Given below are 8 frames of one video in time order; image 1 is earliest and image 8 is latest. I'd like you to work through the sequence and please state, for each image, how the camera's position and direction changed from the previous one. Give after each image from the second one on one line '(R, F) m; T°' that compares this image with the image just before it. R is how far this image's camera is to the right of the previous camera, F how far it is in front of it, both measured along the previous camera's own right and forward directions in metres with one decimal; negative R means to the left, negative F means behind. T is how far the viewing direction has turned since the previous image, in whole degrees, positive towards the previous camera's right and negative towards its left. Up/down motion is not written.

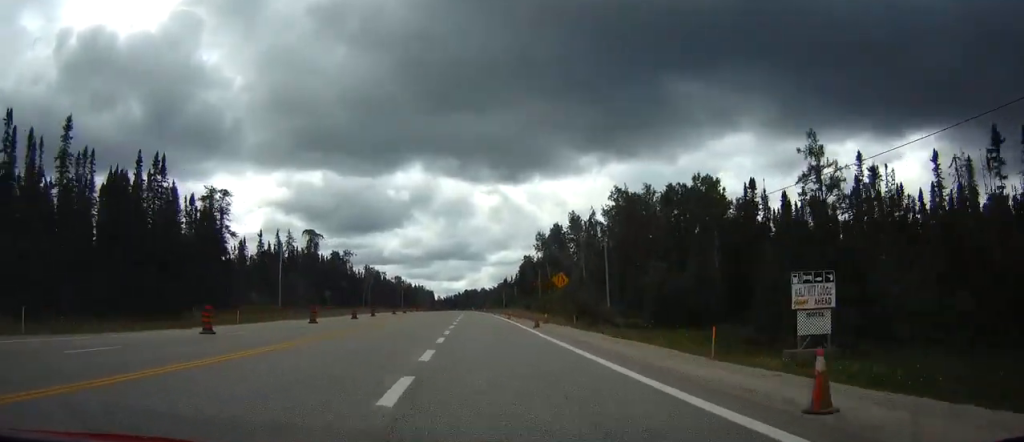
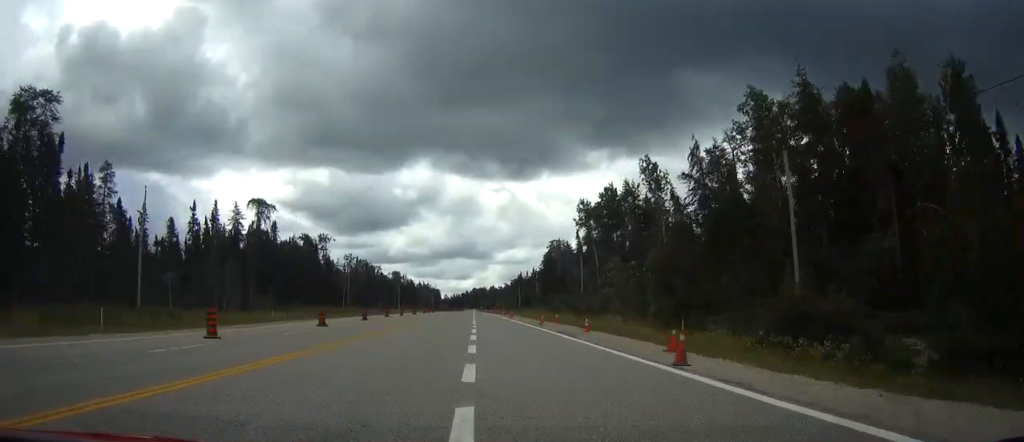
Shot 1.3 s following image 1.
(-0.3, +45.3) m; 0°
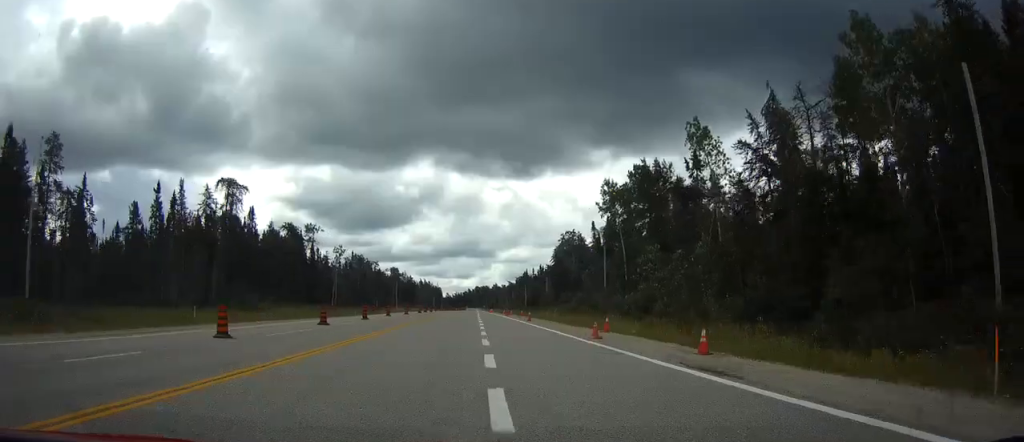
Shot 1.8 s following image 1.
(0.0, +15.9) m; 0°
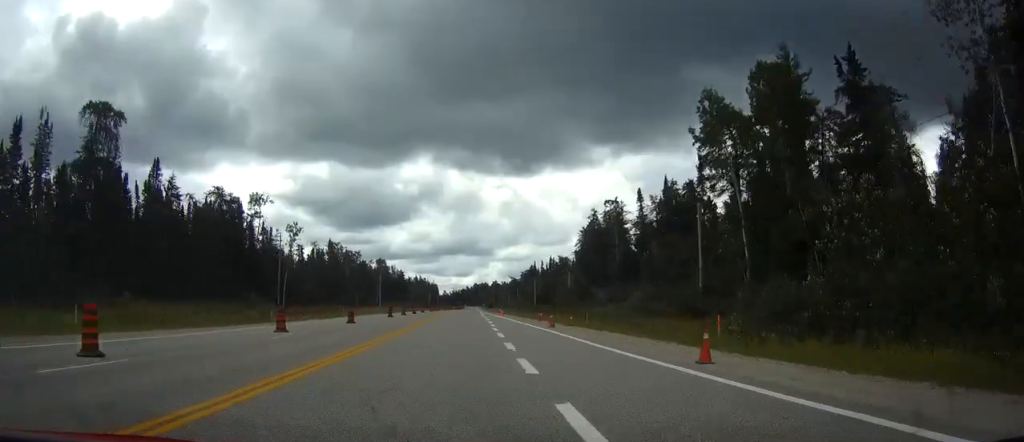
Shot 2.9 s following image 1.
(0.0, +37.7) m; 0°
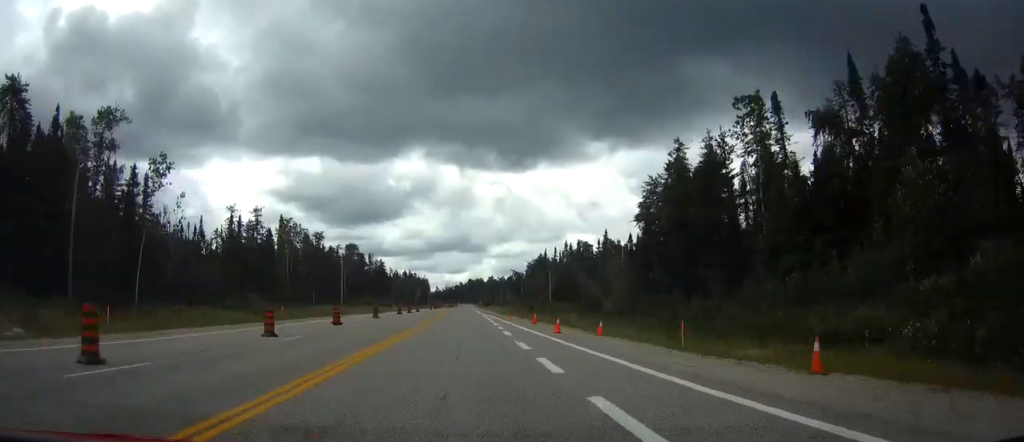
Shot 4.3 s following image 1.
(+0.3, +48.2) m; +1°
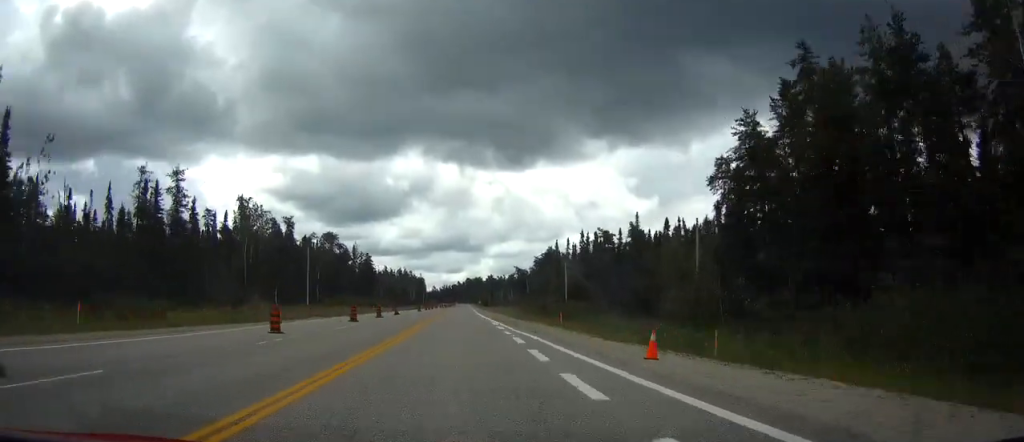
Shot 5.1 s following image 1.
(0.0, +27.6) m; 0°
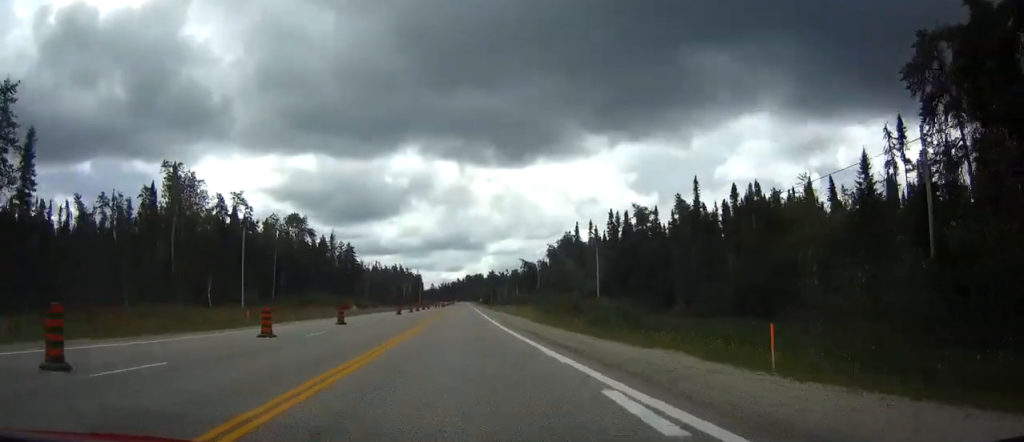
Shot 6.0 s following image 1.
(-0.1, +31.0) m; 0°
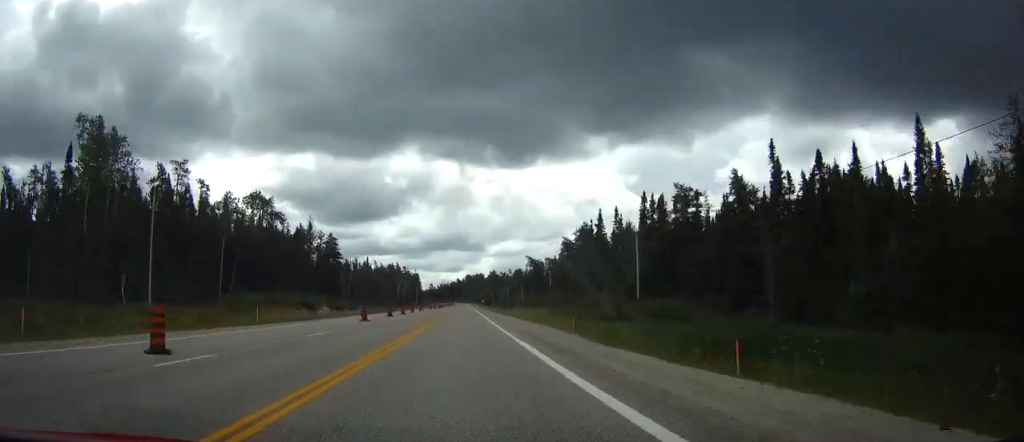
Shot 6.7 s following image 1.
(0.0, +22.9) m; 0°
